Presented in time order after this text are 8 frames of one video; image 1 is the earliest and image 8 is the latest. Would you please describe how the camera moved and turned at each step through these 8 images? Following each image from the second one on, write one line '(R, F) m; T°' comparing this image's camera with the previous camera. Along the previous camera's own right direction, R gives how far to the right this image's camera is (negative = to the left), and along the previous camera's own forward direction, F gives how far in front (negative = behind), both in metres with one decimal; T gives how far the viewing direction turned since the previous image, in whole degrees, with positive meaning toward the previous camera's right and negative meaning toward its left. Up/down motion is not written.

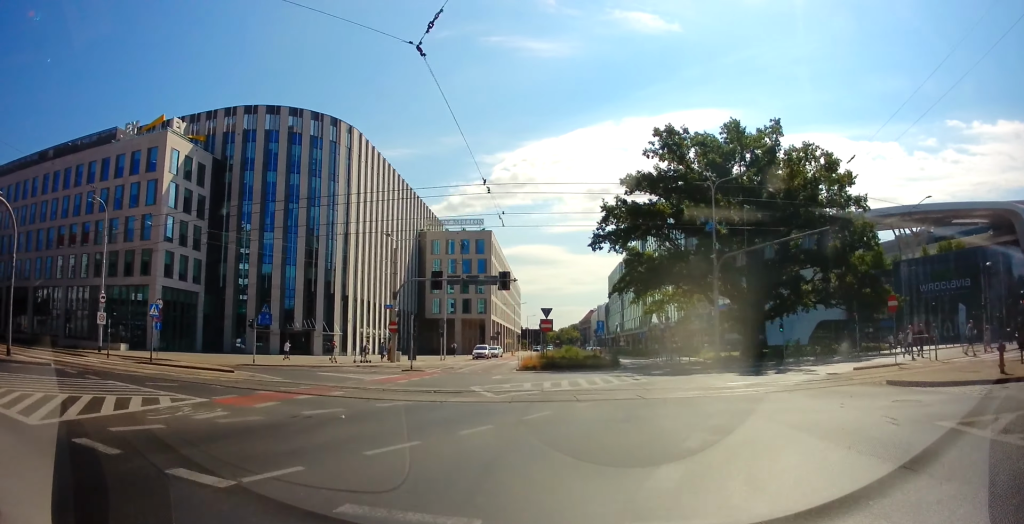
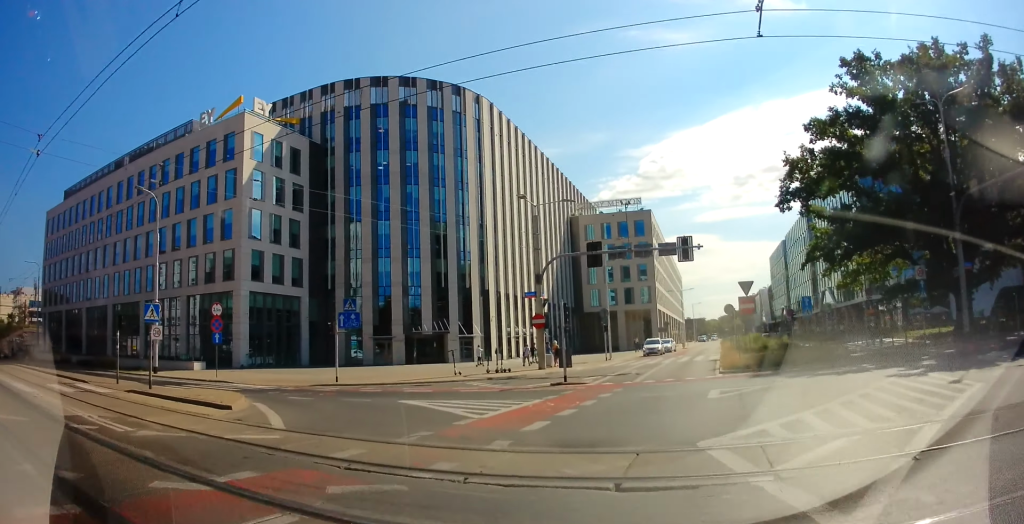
(-1.2, +11.0) m; -14°
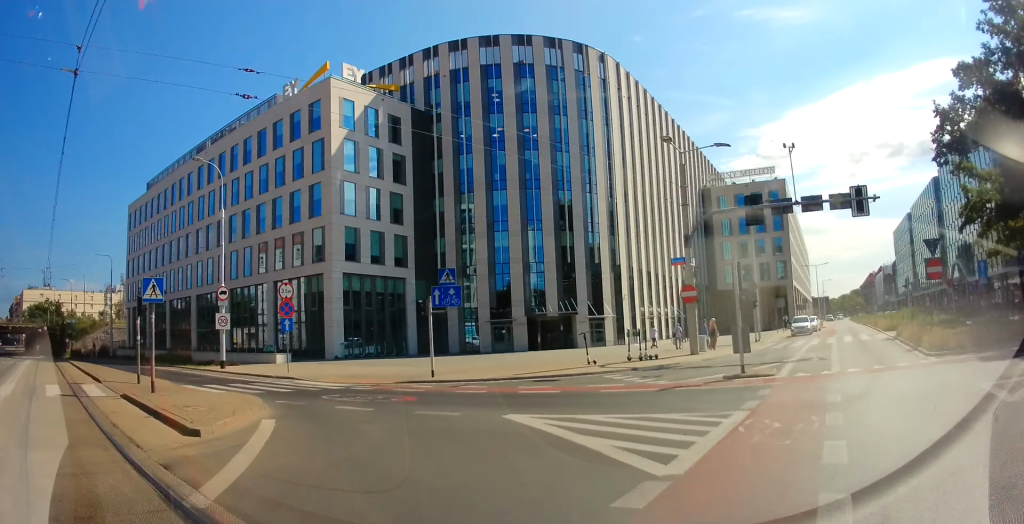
(-0.3, +6.2) m; -12°
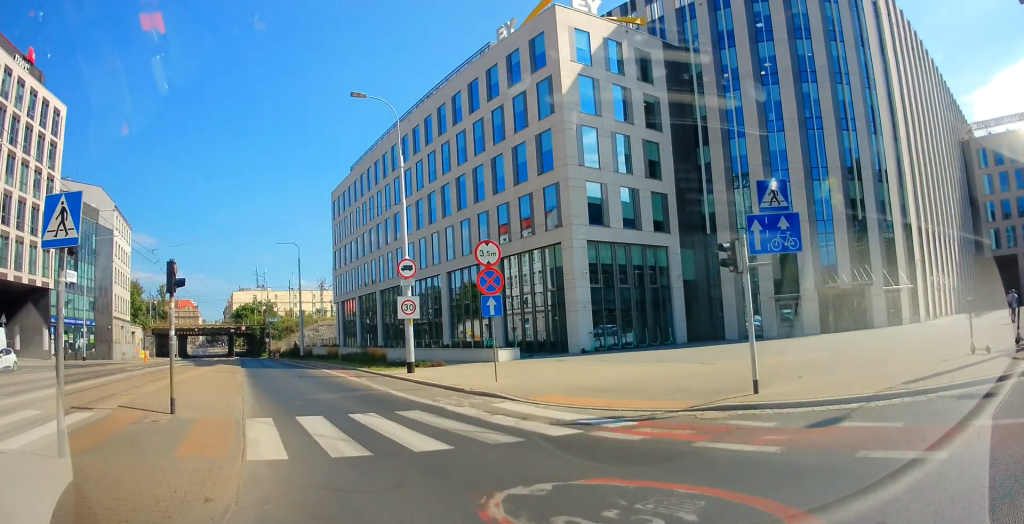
(-2.6, +9.4) m; -27°
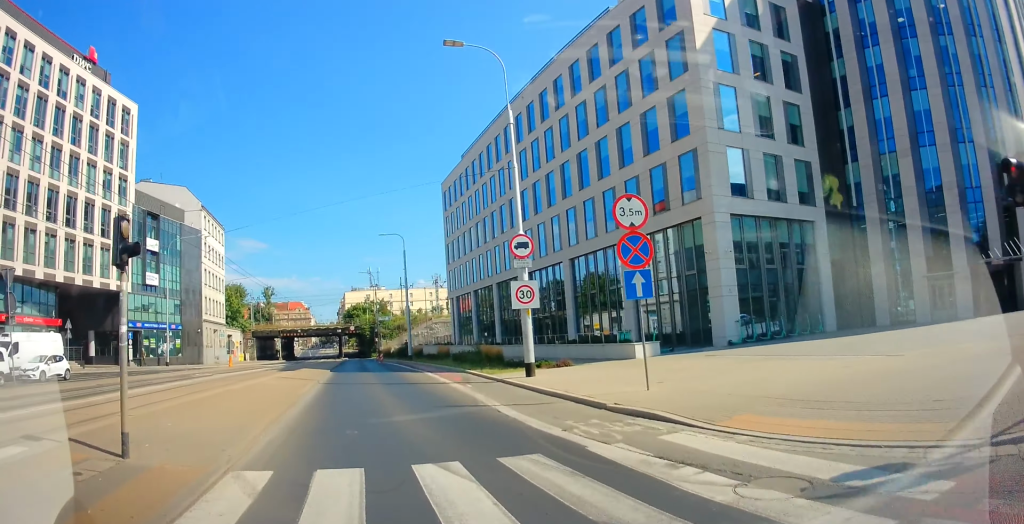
(-0.4, +4.7) m; -11°
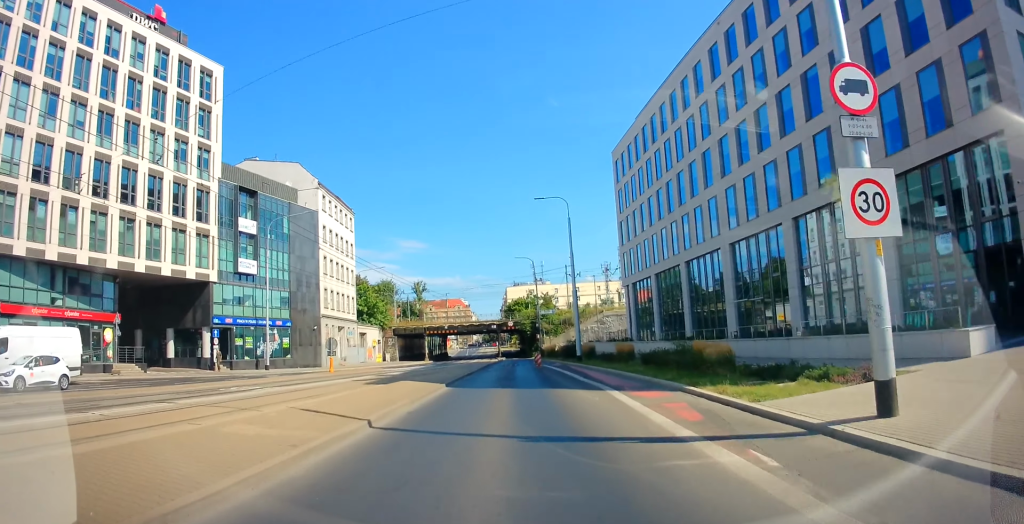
(-1.8, +11.1) m; -14°
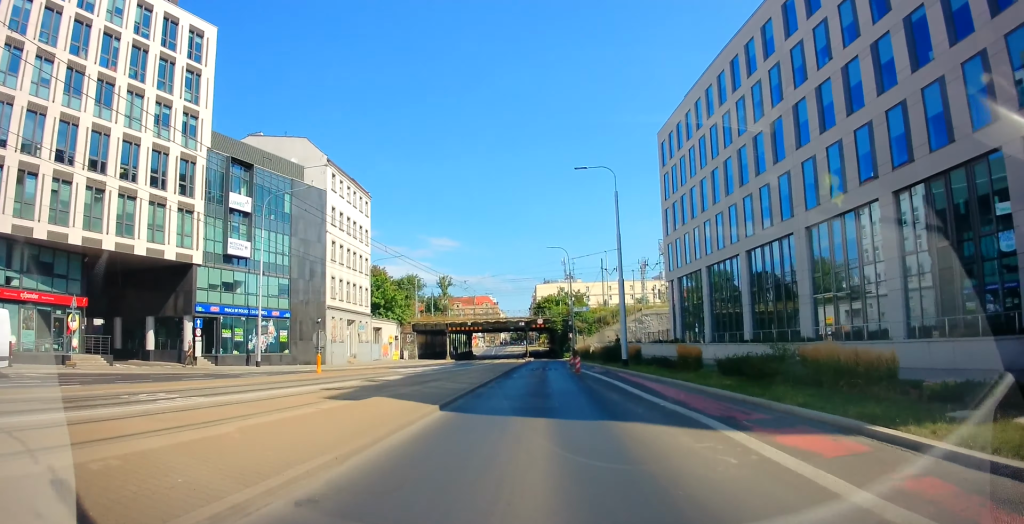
(-0.4, +6.1) m; -3°
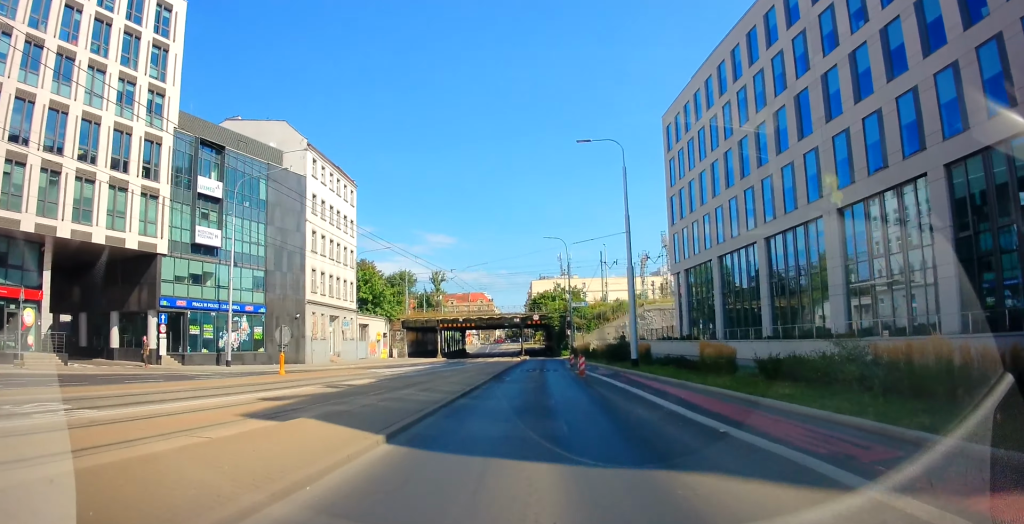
(0.0, +3.7) m; 0°
